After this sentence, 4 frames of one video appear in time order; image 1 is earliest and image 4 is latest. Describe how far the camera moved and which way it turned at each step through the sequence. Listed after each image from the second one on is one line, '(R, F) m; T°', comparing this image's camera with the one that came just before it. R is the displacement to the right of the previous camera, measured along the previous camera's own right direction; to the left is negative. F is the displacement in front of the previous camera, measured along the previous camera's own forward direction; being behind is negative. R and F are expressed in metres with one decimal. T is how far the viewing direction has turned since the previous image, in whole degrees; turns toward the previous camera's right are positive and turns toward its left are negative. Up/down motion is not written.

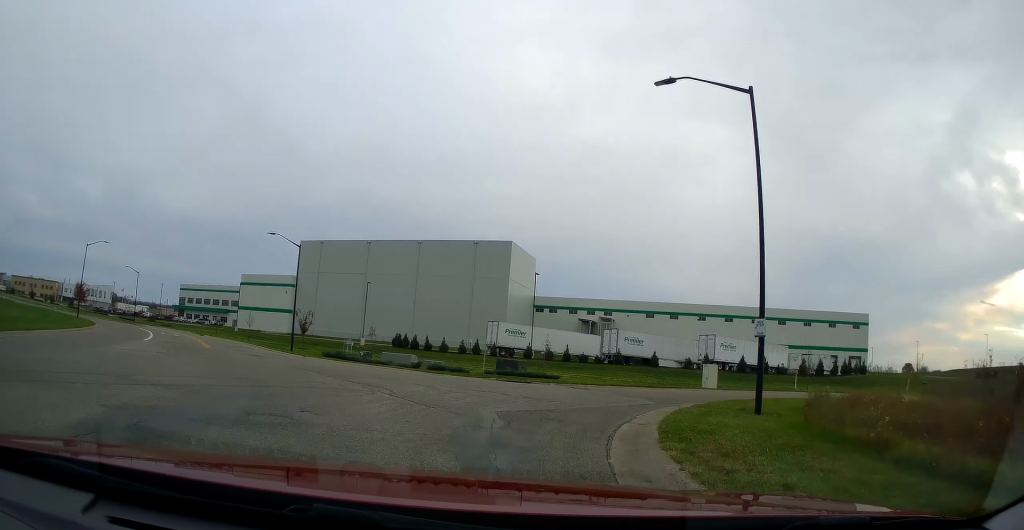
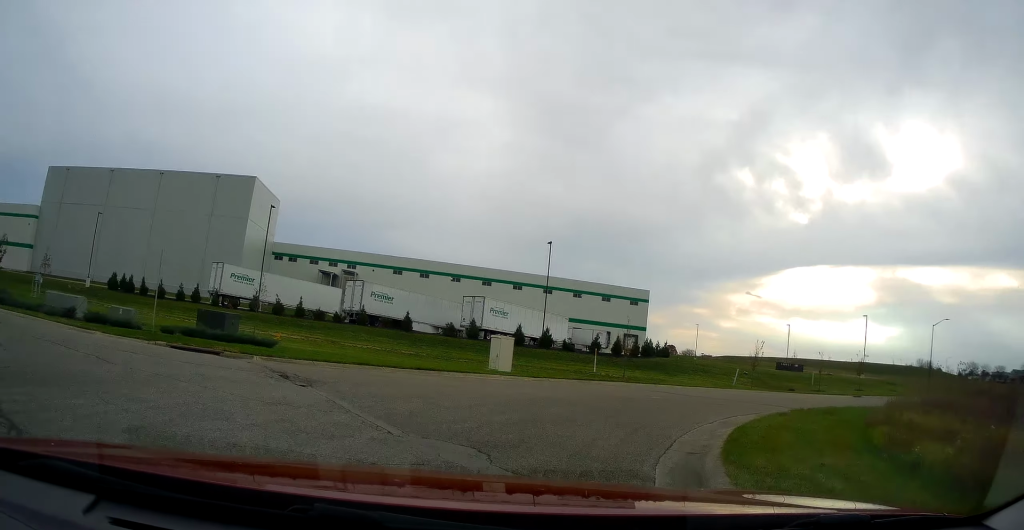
(+1.6, +14.4) m; +18°
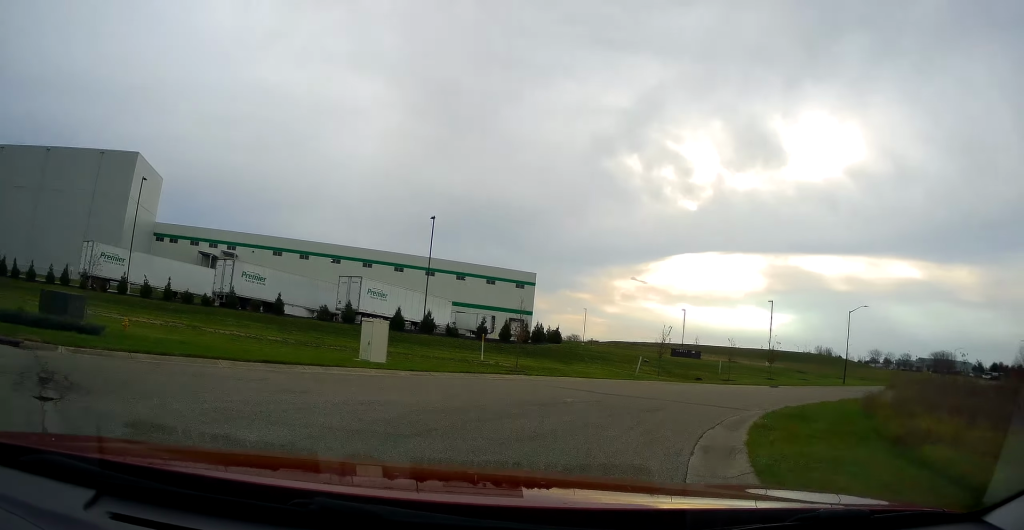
(+0.4, +4.6) m; +10°
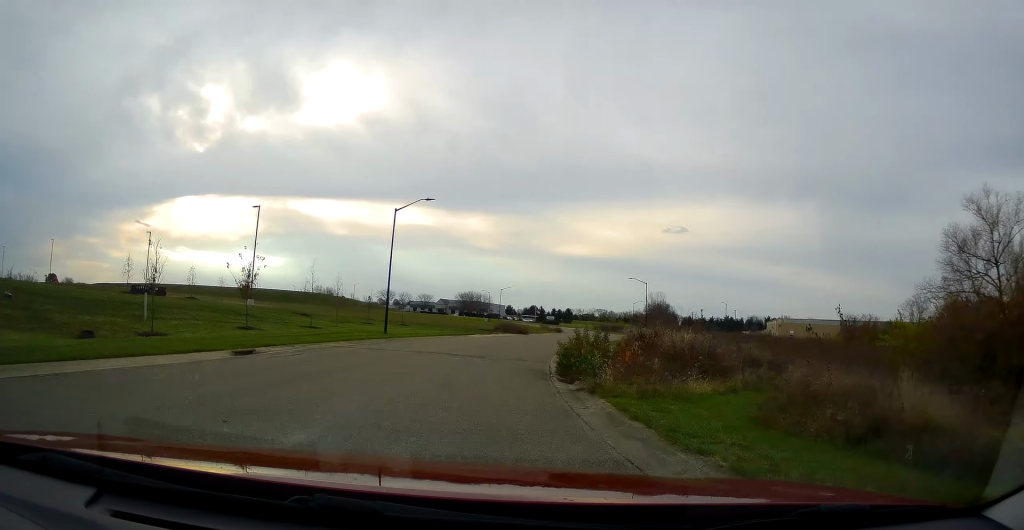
(+15.4, +22.6) m; +57°
